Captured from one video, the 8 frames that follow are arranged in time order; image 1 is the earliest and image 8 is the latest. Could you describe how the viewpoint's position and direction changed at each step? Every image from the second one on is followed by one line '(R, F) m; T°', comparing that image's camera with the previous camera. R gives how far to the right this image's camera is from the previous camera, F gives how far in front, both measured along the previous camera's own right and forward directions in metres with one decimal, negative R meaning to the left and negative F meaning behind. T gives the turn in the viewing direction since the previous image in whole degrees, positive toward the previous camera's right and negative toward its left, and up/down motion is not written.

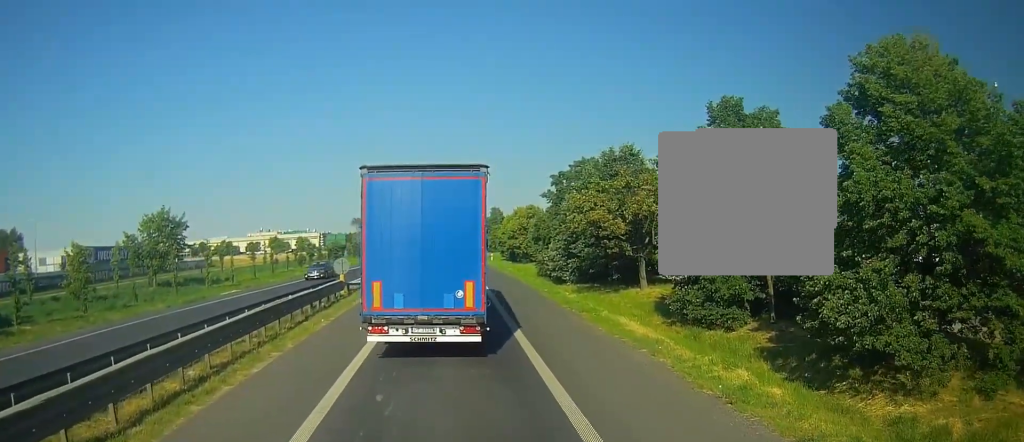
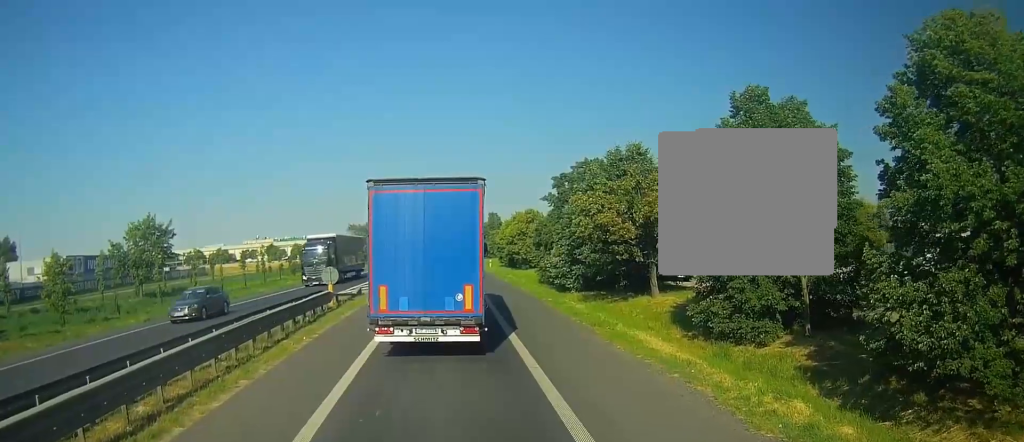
(-0.1, +2.7) m; -3°
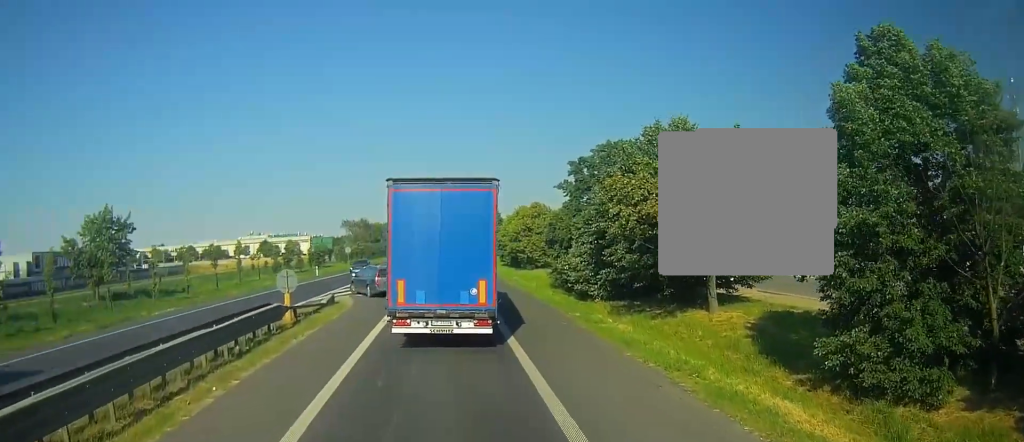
(0.0, +6.7) m; 0°
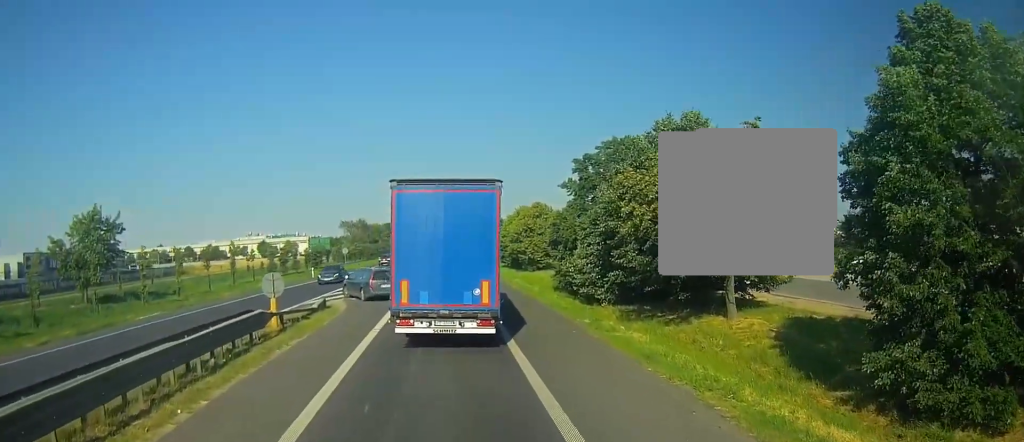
(0.0, +1.4) m; 0°
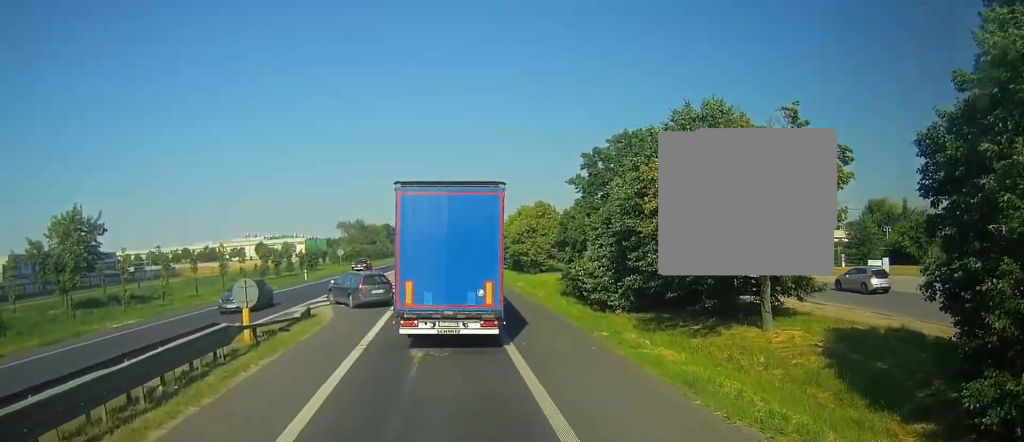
(0.0, +2.2) m; 0°
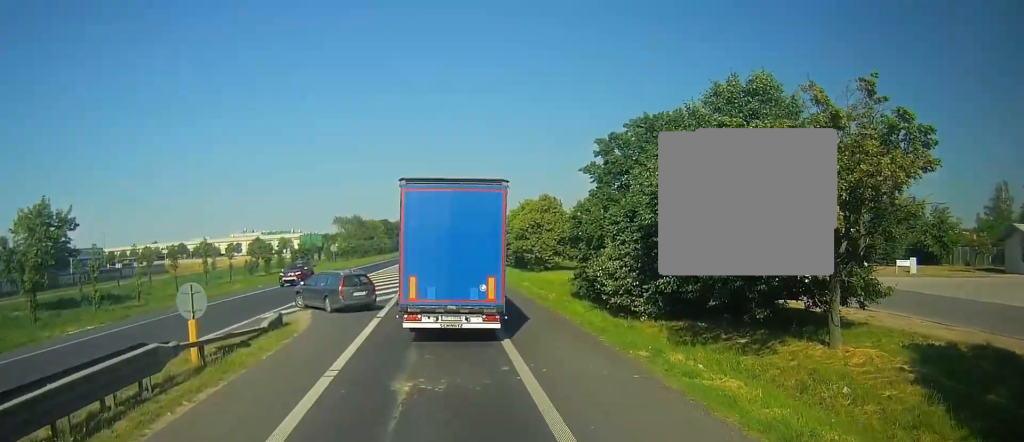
(0.0, +3.2) m; 0°
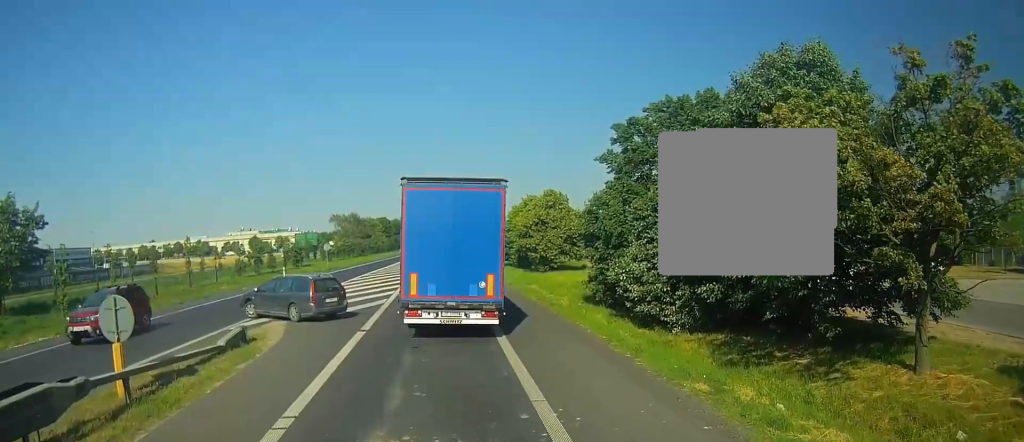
(0.0, +3.1) m; 0°
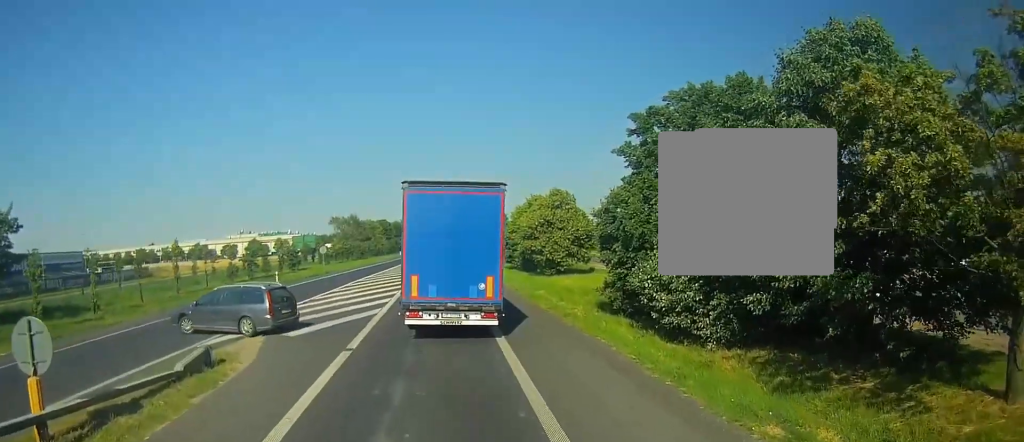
(0.0, +2.5) m; 0°
